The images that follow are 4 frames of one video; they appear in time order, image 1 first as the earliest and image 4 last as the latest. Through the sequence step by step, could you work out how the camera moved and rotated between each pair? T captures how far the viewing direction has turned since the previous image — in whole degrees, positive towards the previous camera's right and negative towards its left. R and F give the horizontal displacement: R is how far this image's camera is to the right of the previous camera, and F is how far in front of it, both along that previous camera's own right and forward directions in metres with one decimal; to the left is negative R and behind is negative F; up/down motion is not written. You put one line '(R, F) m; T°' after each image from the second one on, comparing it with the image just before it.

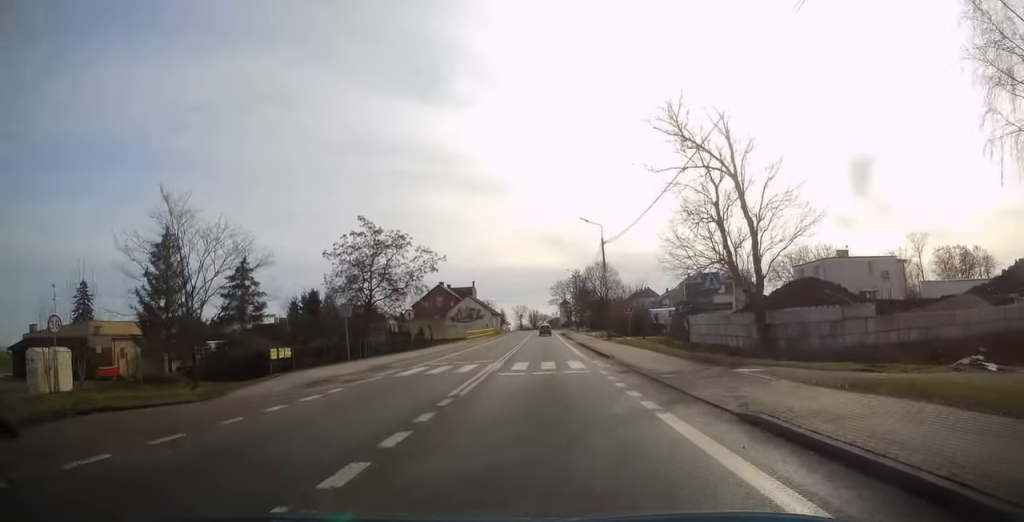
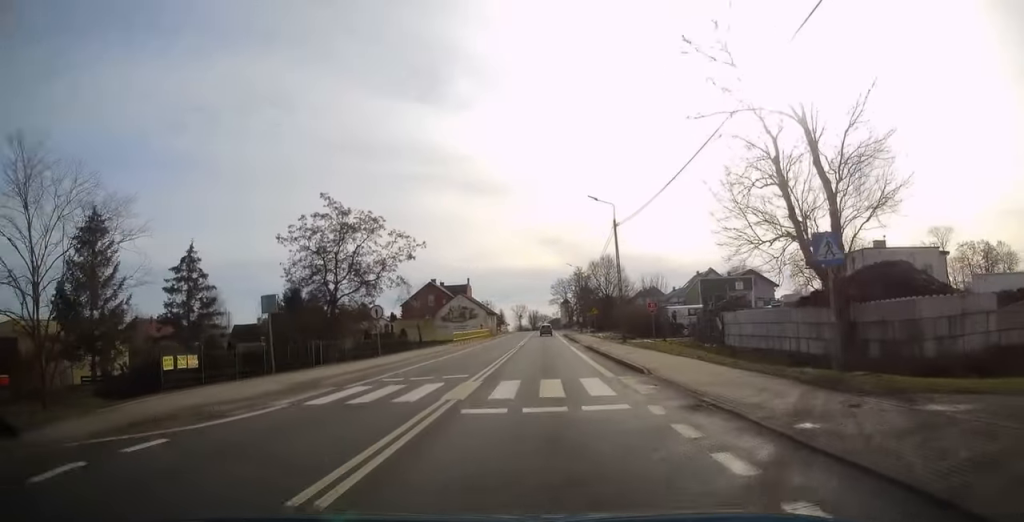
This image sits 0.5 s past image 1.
(0.0, +8.3) m; 0°
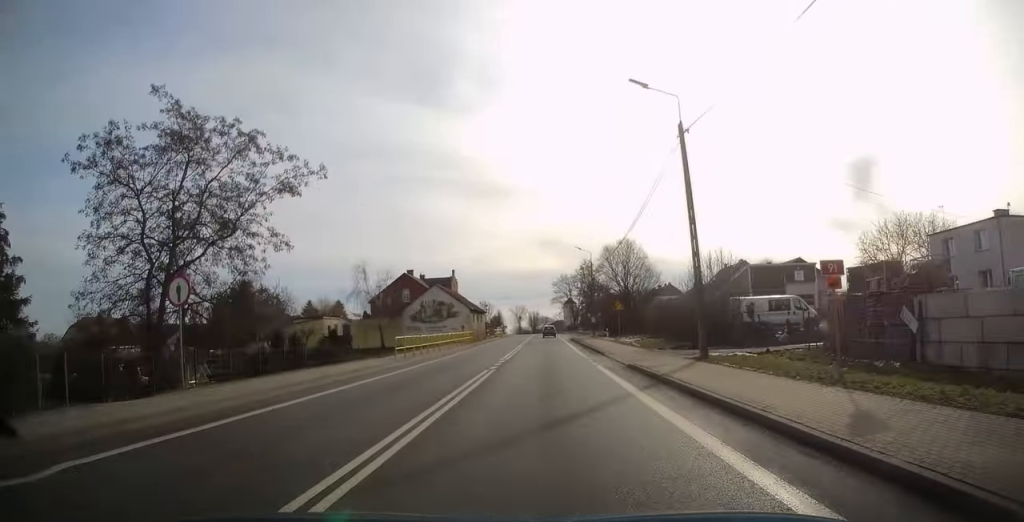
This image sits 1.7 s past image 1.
(+0.2, +19.3) m; 0°
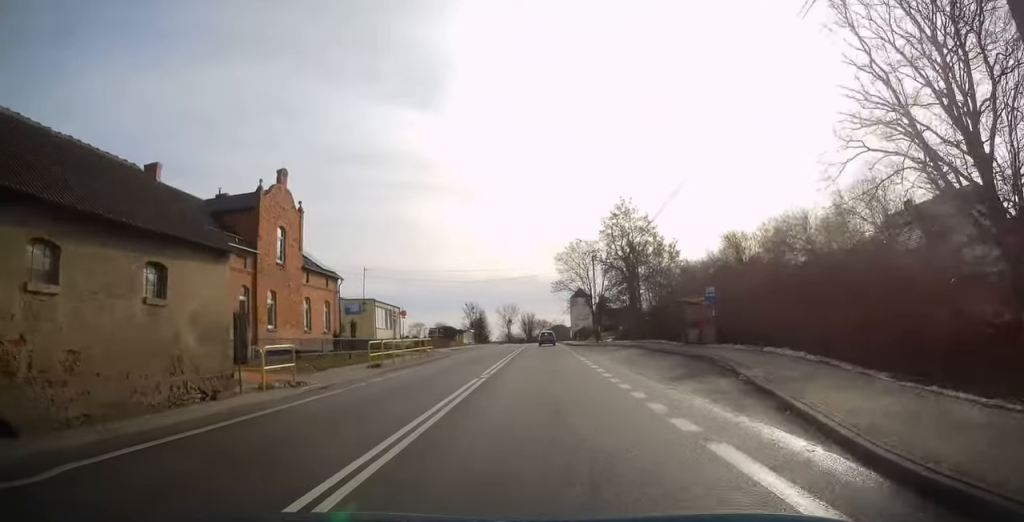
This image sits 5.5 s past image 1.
(0.0, +59.8) m; 0°
